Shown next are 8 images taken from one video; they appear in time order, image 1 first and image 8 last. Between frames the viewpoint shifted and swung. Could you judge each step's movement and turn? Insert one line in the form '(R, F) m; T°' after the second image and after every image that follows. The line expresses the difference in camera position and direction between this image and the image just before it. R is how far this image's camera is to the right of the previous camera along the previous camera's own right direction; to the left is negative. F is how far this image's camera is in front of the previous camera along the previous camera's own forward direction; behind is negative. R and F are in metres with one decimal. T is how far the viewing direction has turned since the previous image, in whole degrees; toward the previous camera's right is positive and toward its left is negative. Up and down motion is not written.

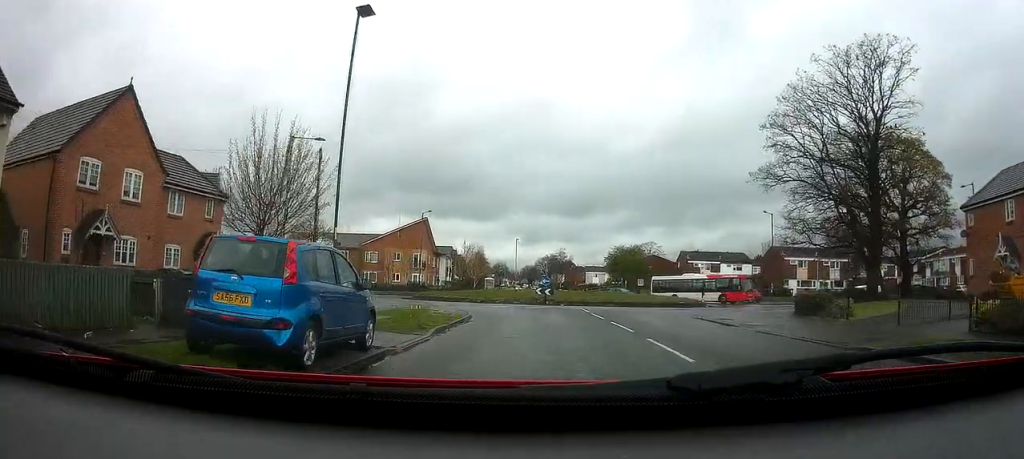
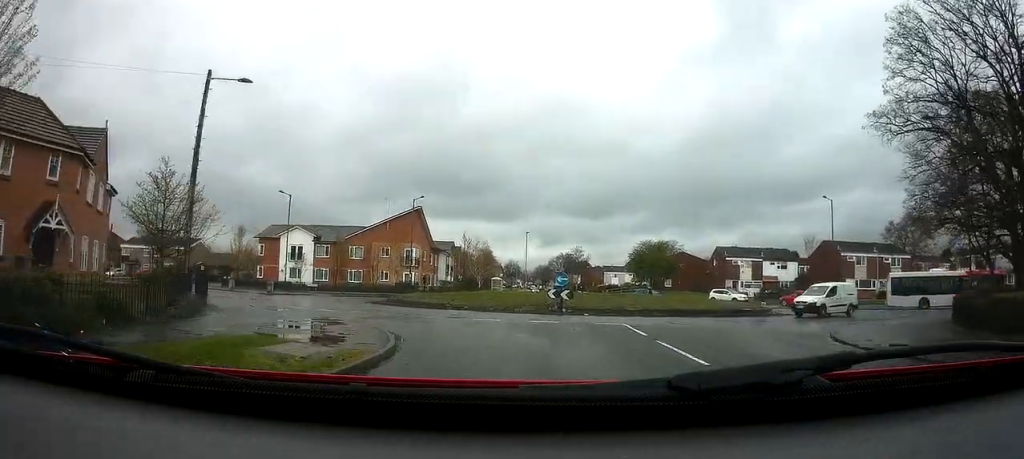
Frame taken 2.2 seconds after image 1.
(+0.4, +12.0) m; +6°
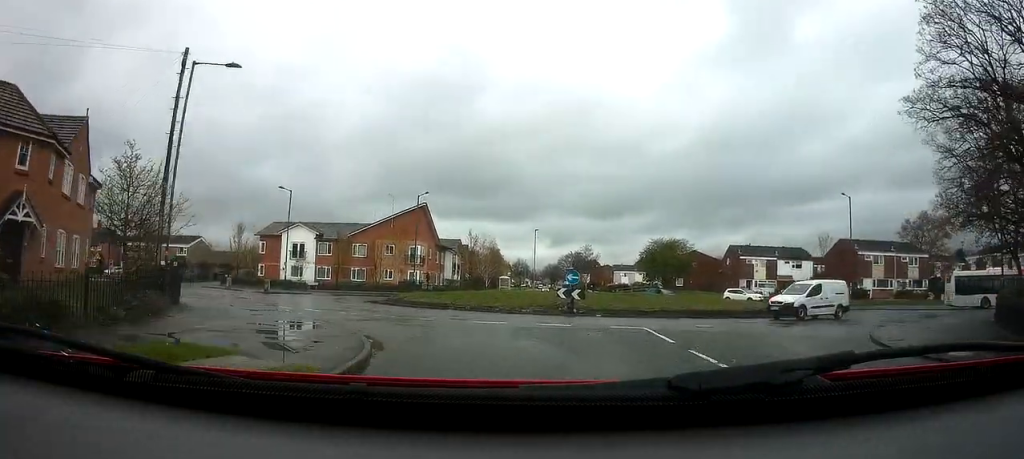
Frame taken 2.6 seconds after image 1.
(0.0, +2.1) m; -1°
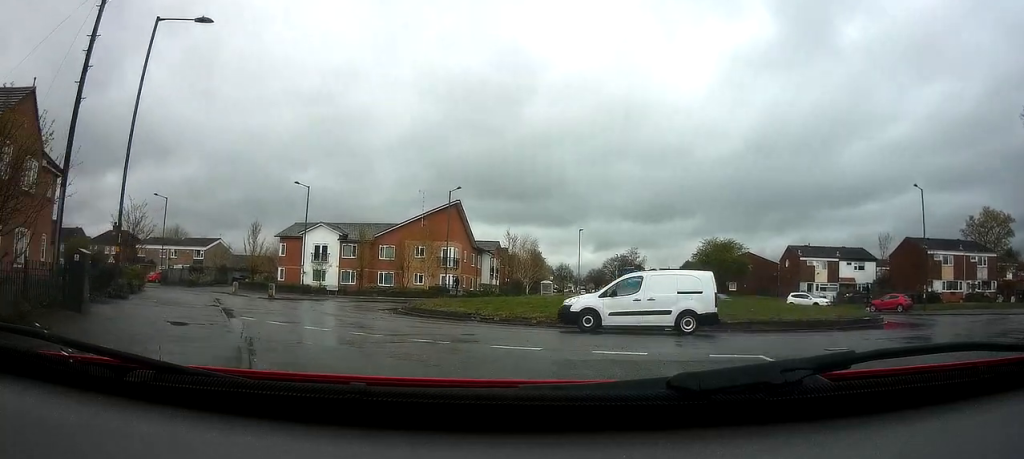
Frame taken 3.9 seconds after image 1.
(-0.3, +5.9) m; -8°
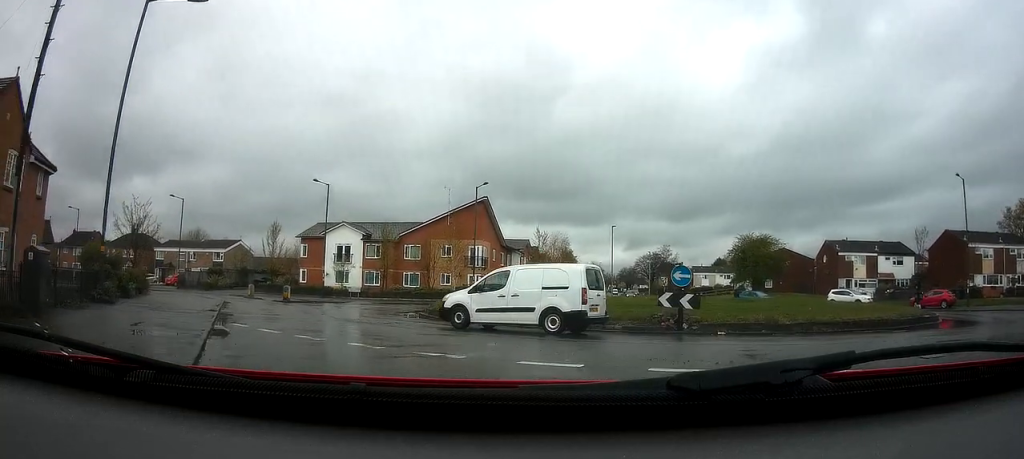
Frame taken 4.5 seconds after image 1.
(-0.2, +2.3) m; -3°
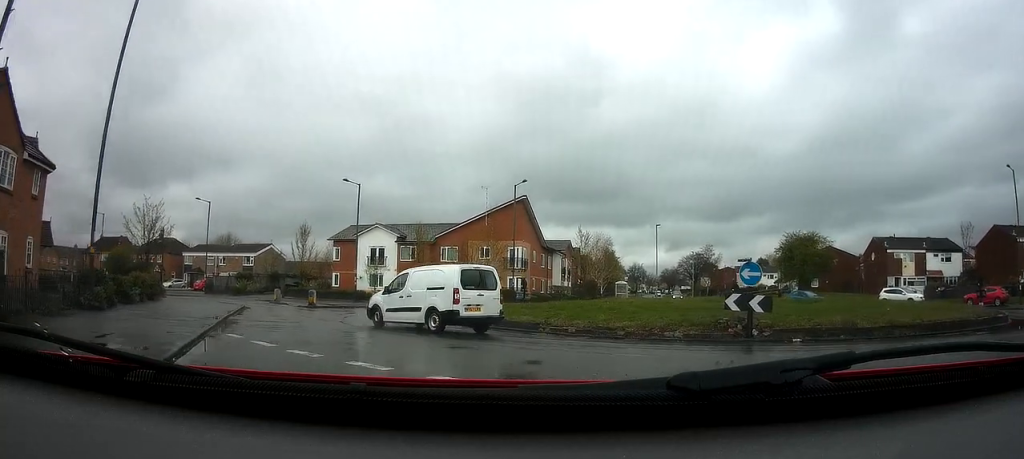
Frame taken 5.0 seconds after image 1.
(+0.2, +2.4) m; -3°
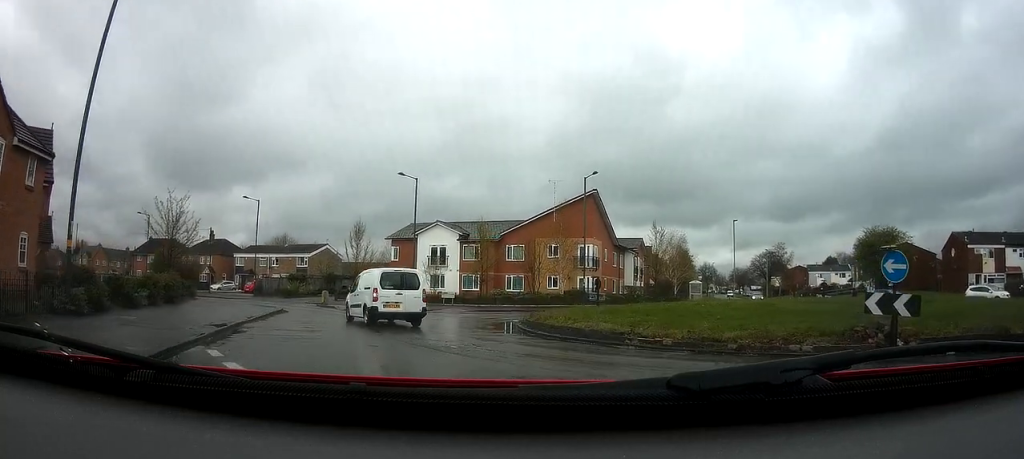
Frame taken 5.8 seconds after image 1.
(-0.1, +3.7) m; -7°
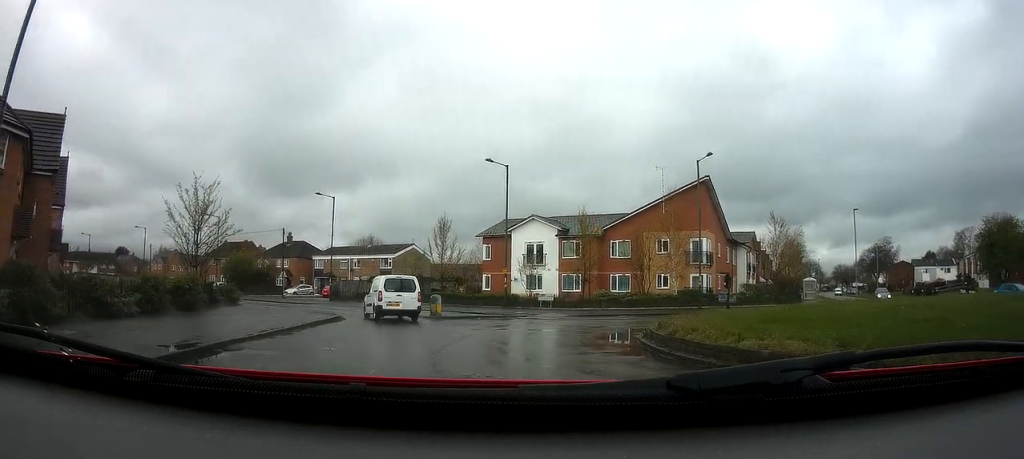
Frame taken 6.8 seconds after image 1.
(-0.7, +5.5) m; -10°
